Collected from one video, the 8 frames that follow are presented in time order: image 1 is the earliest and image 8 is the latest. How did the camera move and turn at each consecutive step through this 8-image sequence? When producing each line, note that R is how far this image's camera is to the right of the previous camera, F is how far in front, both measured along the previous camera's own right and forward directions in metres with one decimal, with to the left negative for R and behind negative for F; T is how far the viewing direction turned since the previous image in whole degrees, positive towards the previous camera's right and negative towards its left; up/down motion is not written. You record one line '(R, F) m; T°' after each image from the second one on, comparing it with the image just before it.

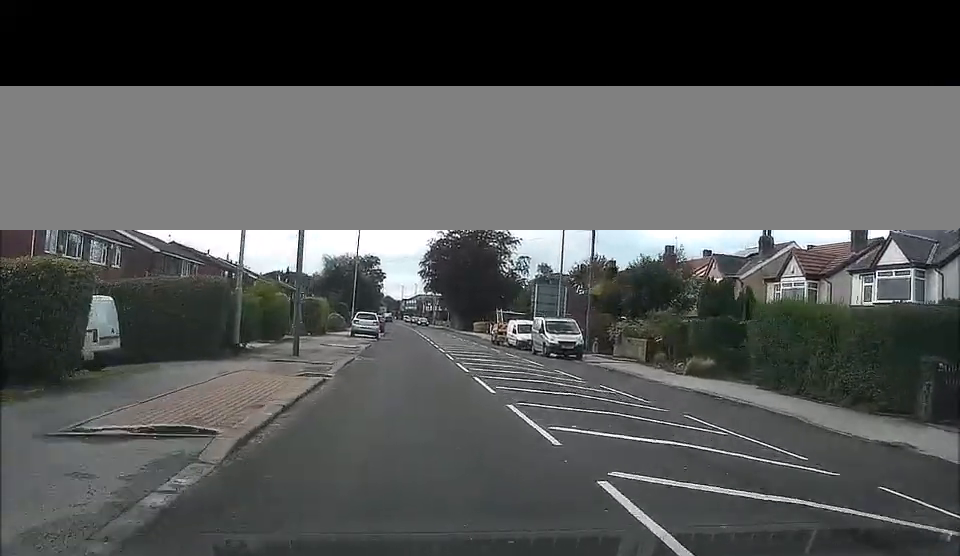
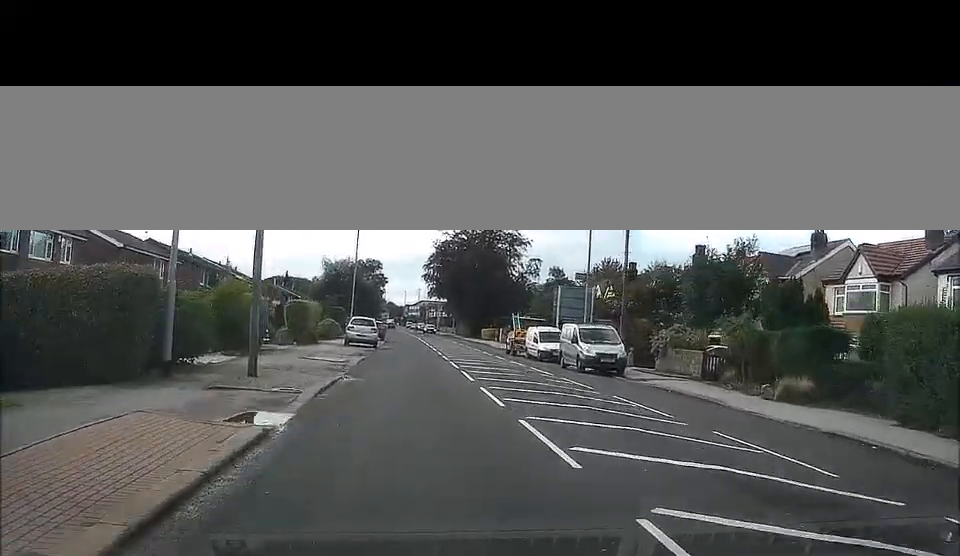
(0.0, +6.9) m; 0°
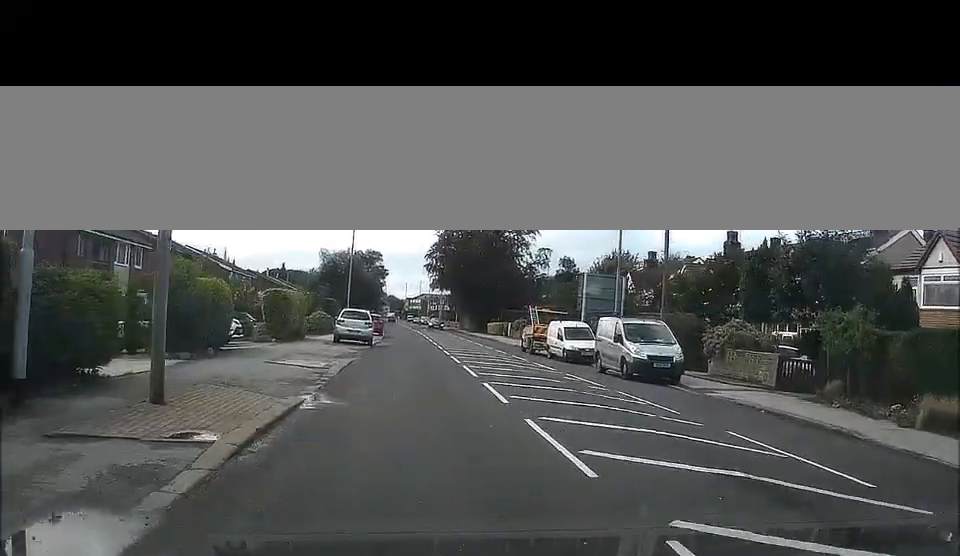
(0.0, +6.6) m; 0°
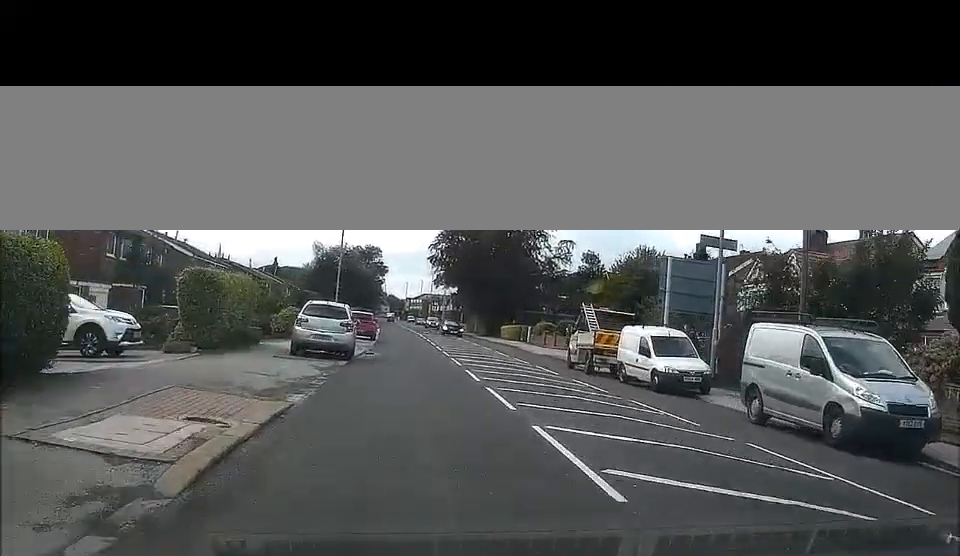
(0.0, +12.8) m; 0°
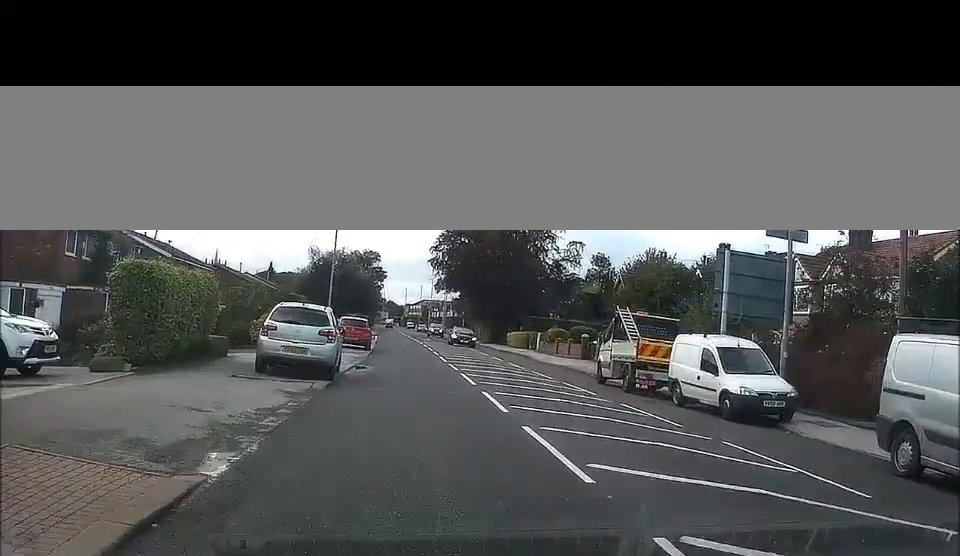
(0.0, +5.1) m; 0°
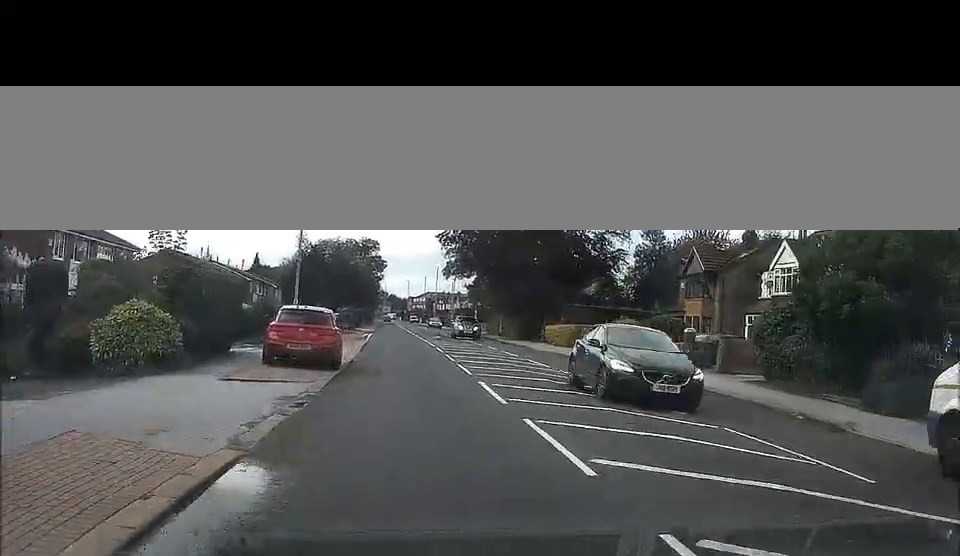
(+0.6, +18.6) m; +2°
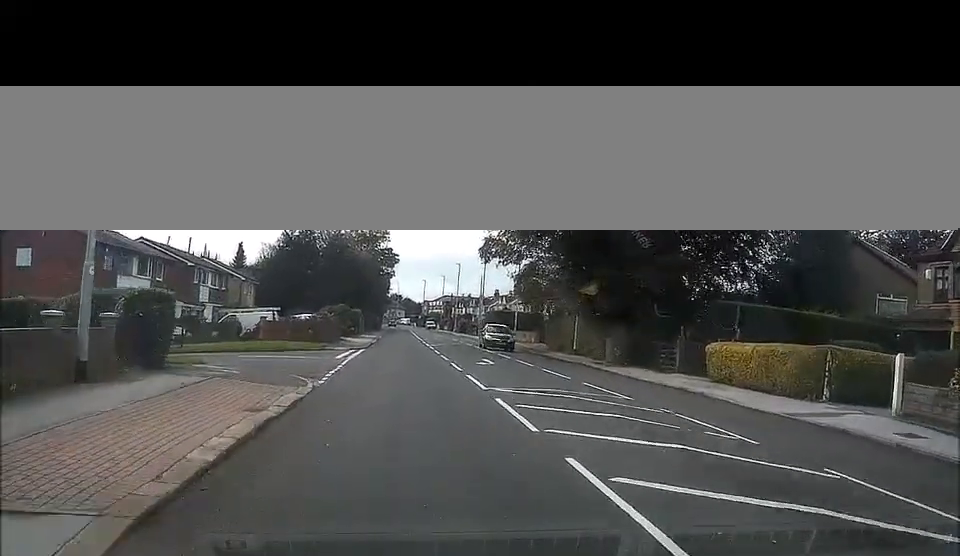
(-0.8, +27.2) m; -2°
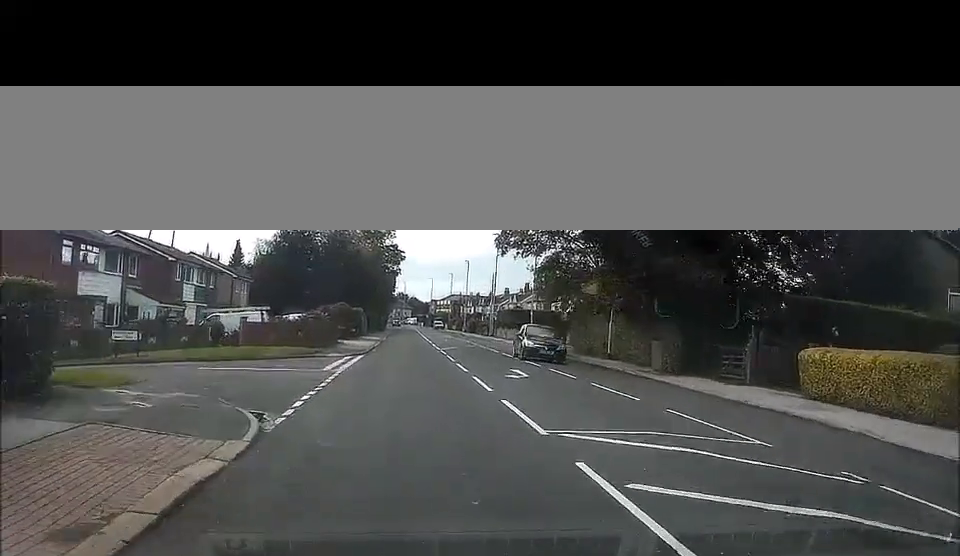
(0.0, +6.2) m; 0°
